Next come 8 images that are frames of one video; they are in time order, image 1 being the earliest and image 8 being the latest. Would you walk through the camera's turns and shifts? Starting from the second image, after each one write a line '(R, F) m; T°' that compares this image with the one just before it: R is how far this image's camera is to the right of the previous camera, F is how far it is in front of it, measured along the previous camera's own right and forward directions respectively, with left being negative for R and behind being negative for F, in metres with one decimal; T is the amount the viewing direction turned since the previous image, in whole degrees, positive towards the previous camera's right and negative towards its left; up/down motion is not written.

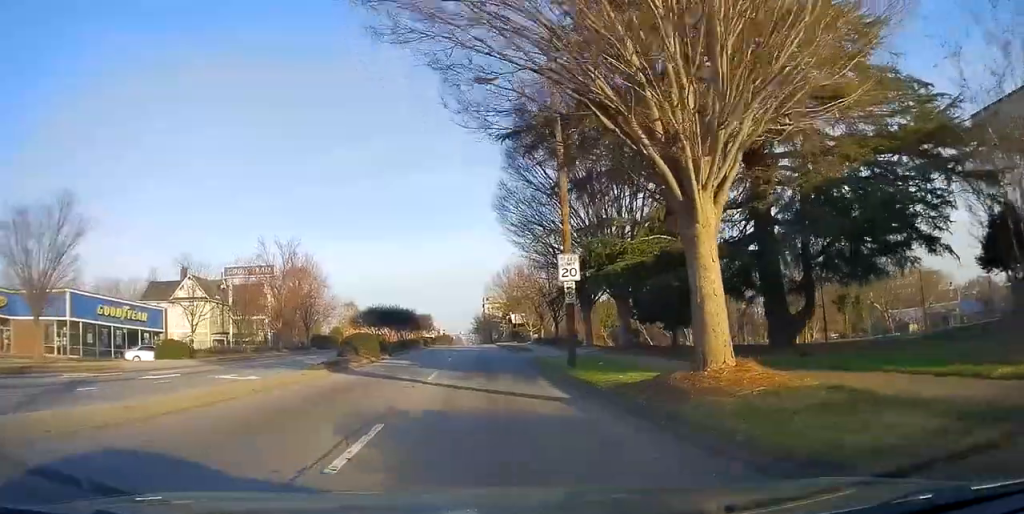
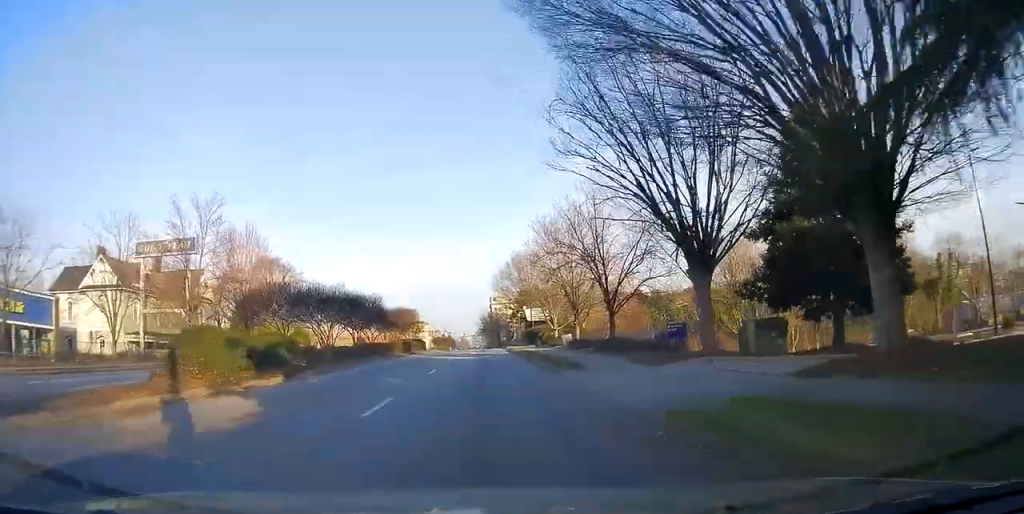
(+0.1, +20.5) m; -3°
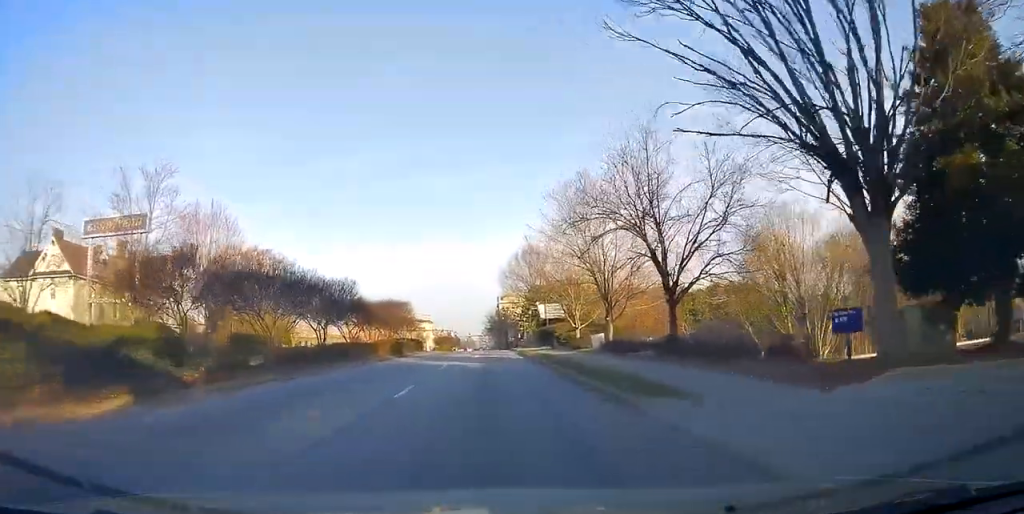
(-0.2, +8.7) m; -1°
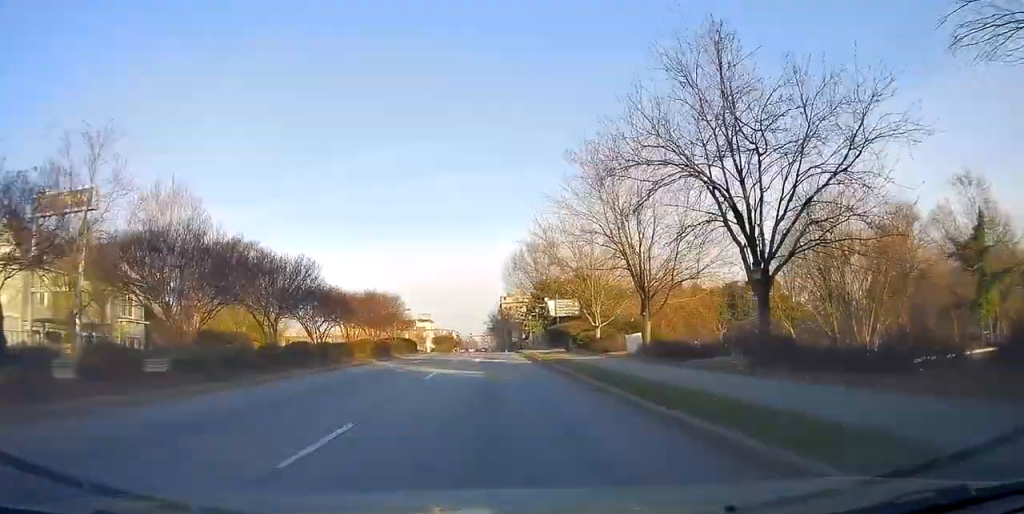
(0.0, +6.8) m; 0°
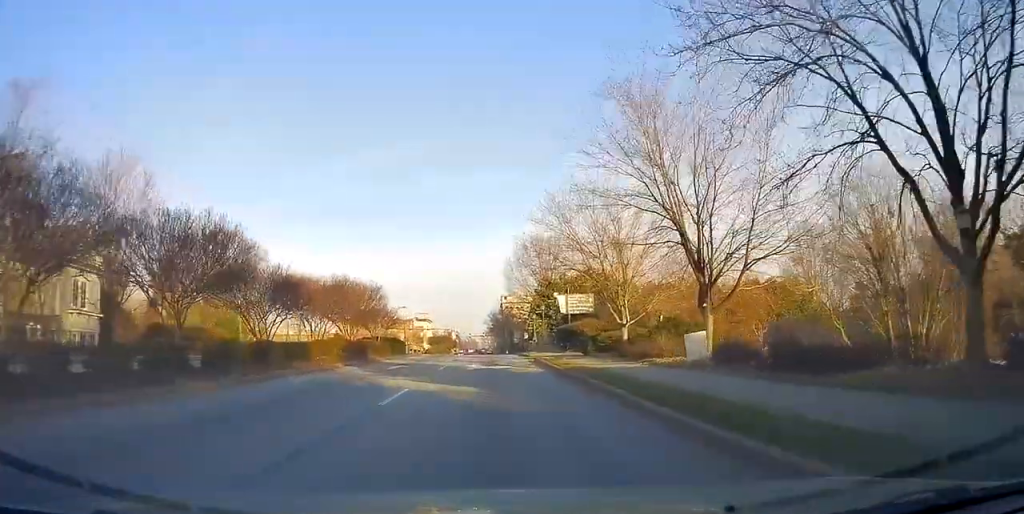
(0.0, +6.8) m; 0°
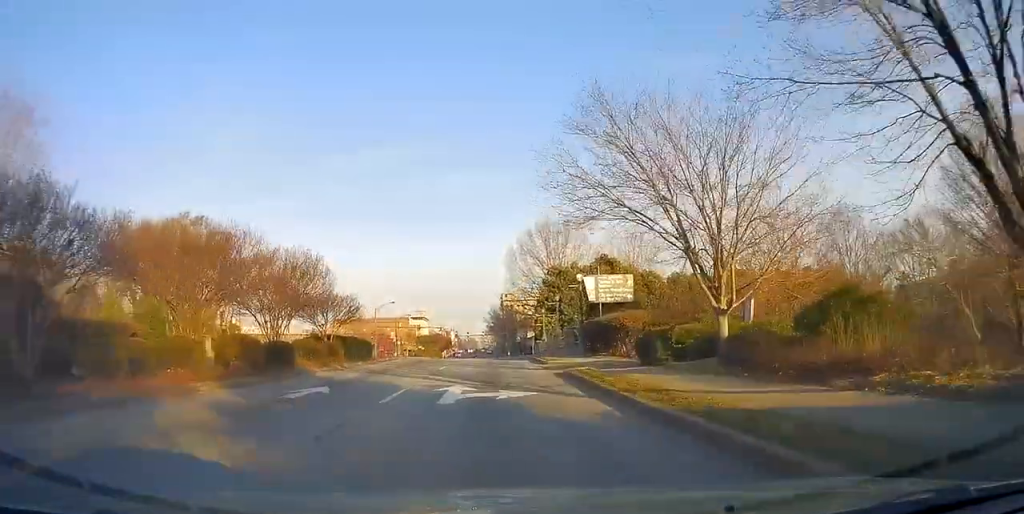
(0.0, +11.9) m; +1°
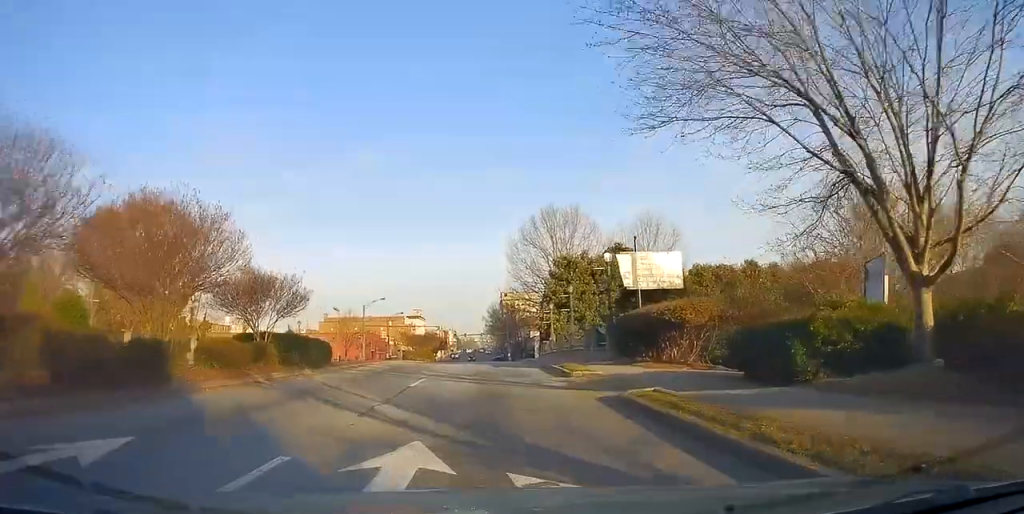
(-0.1, +8.1) m; +1°
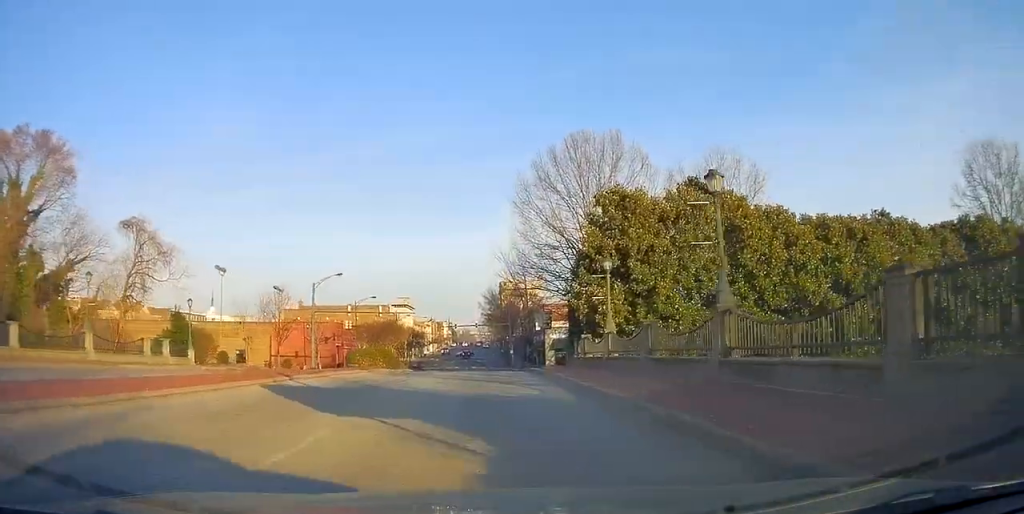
(-1.0, +24.4) m; -3°
